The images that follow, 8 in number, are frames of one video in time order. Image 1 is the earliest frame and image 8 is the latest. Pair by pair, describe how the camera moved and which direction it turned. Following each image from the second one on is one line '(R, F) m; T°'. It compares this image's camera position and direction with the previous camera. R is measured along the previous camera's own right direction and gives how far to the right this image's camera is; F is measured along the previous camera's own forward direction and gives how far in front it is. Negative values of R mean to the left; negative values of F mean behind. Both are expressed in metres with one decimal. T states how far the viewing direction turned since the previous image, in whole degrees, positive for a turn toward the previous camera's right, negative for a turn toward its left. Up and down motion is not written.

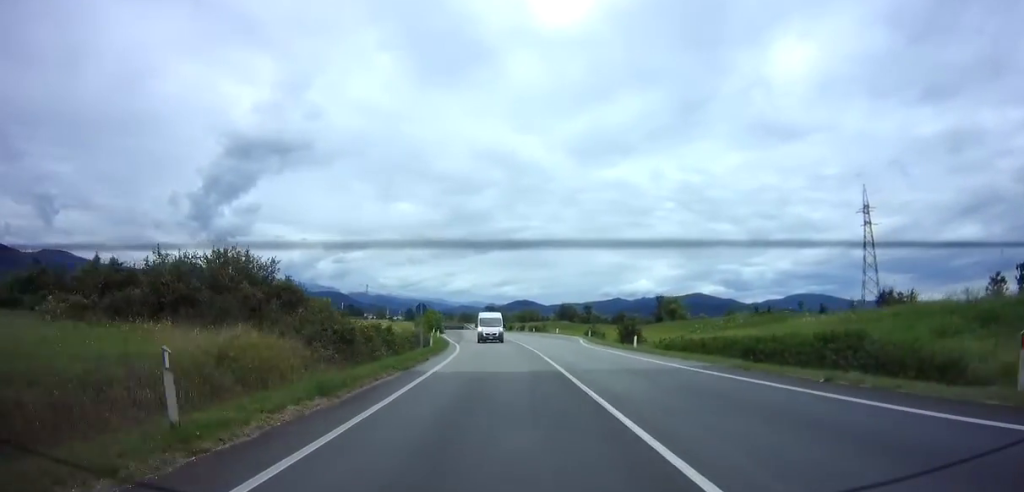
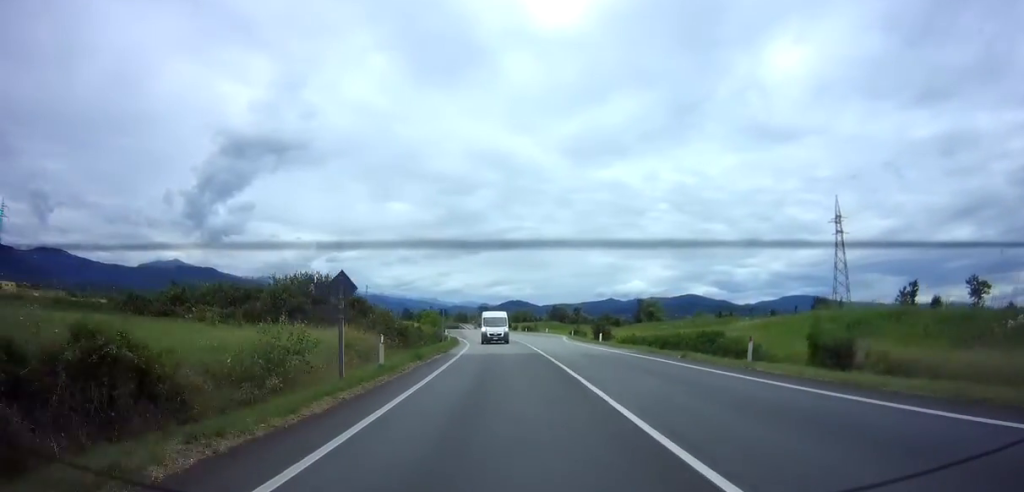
(+0.2, +10.6) m; +1°
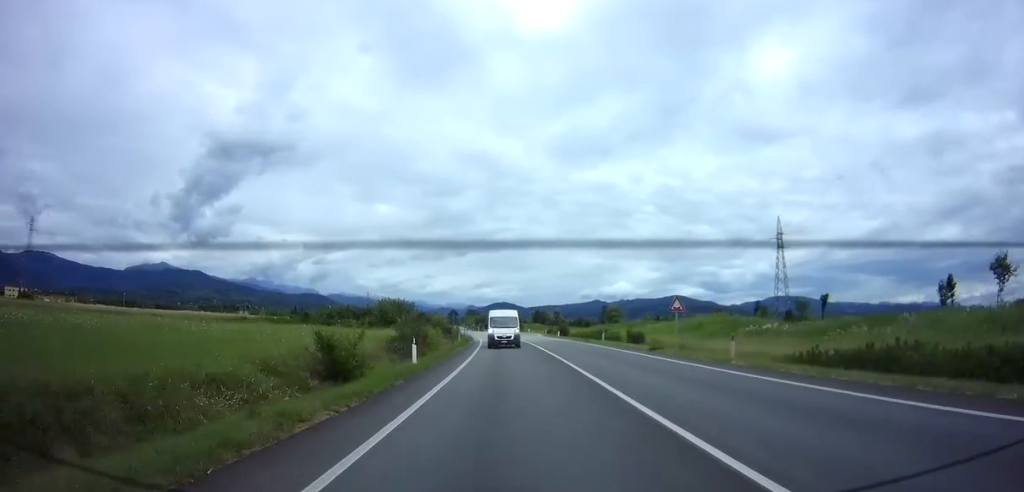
(+0.2, +26.7) m; +1°
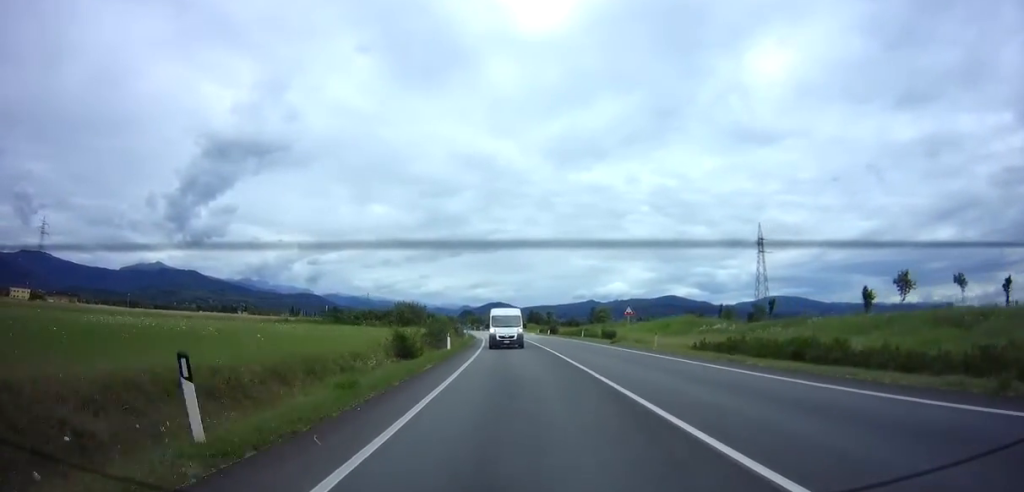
(0.0, +10.5) m; +1°
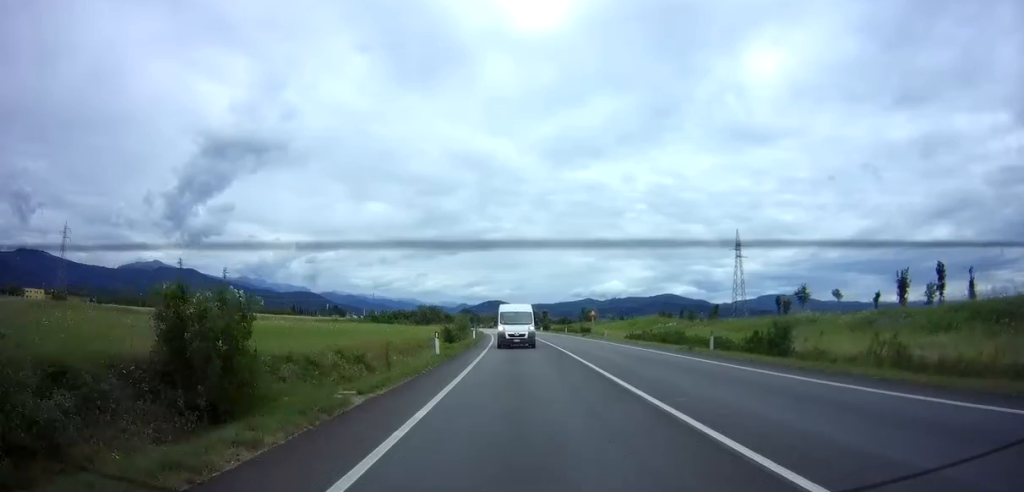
(+0.3, +17.8) m; +1°
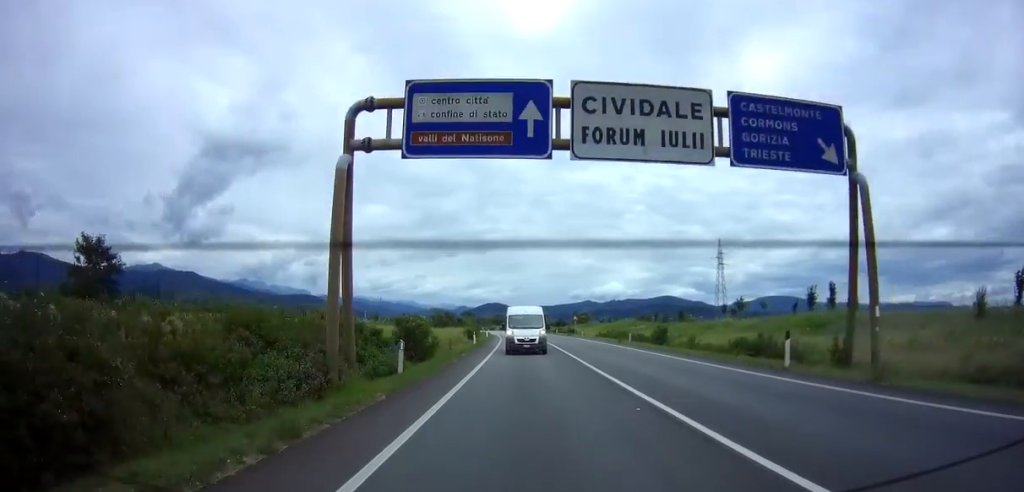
(+0.1, +17.5) m; 0°
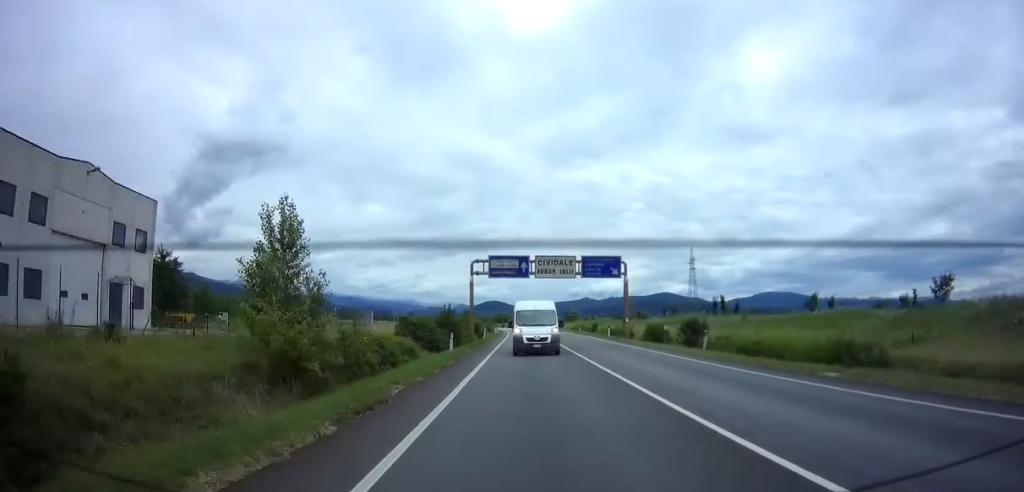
(-0.3, +33.9) m; -1°
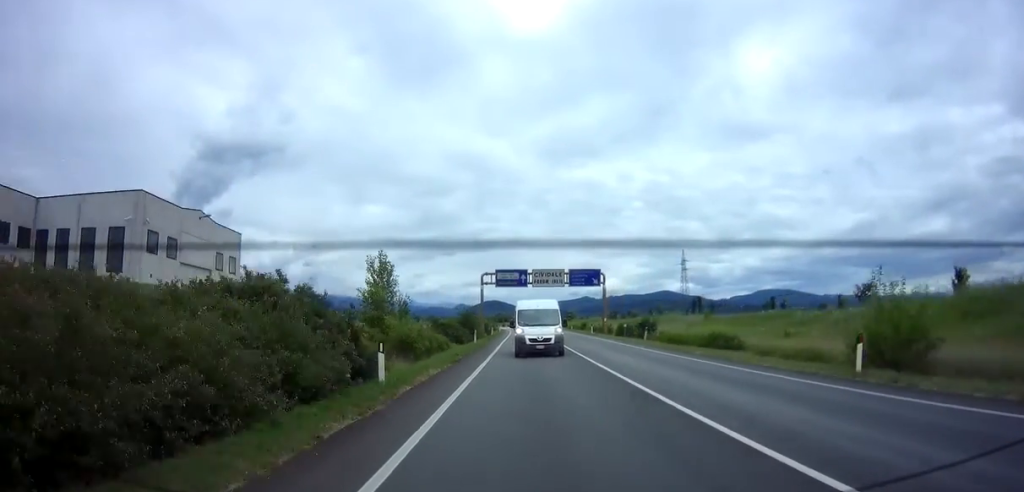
(-0.1, +12.3) m; 0°
